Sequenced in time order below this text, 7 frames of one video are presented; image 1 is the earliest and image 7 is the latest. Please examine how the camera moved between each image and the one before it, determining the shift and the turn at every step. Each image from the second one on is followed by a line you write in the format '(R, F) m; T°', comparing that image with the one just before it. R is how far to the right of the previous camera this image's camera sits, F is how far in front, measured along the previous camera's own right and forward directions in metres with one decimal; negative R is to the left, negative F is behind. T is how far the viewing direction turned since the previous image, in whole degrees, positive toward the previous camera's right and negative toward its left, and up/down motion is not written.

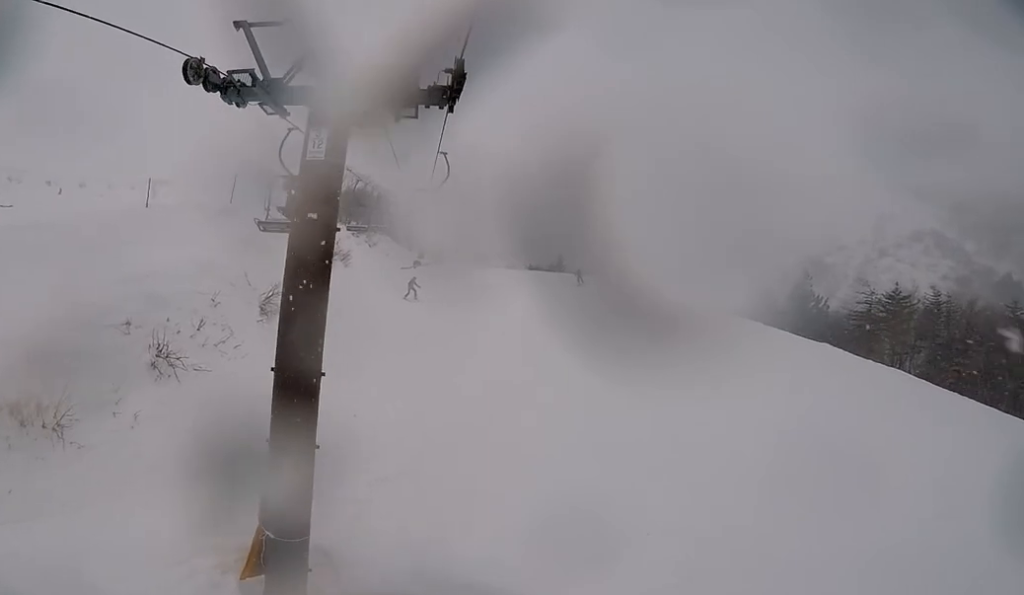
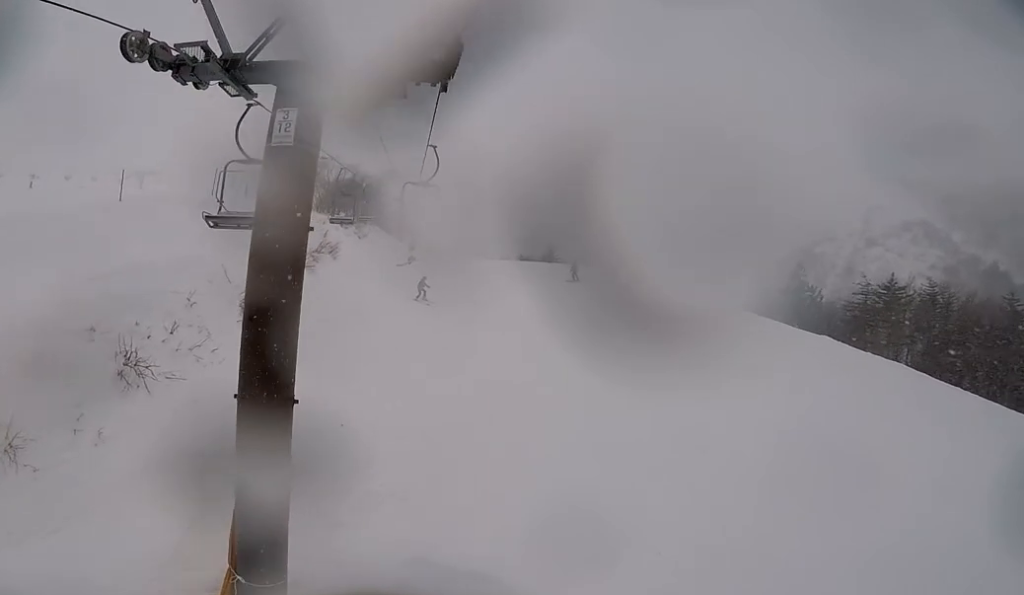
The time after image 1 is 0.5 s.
(+0.2, +0.9) m; -5°
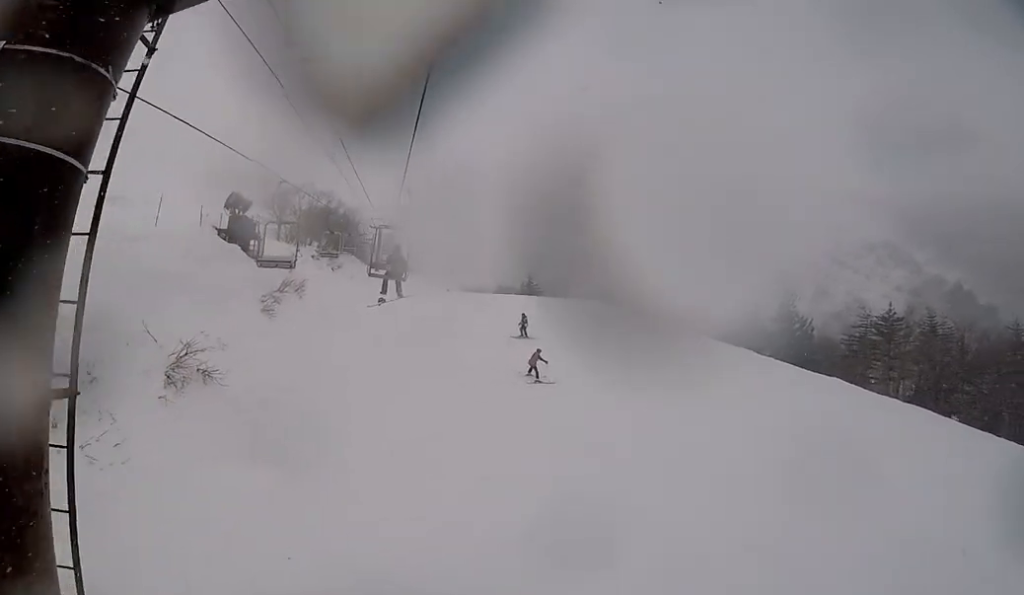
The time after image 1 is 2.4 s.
(-1.6, +3.7) m; -8°
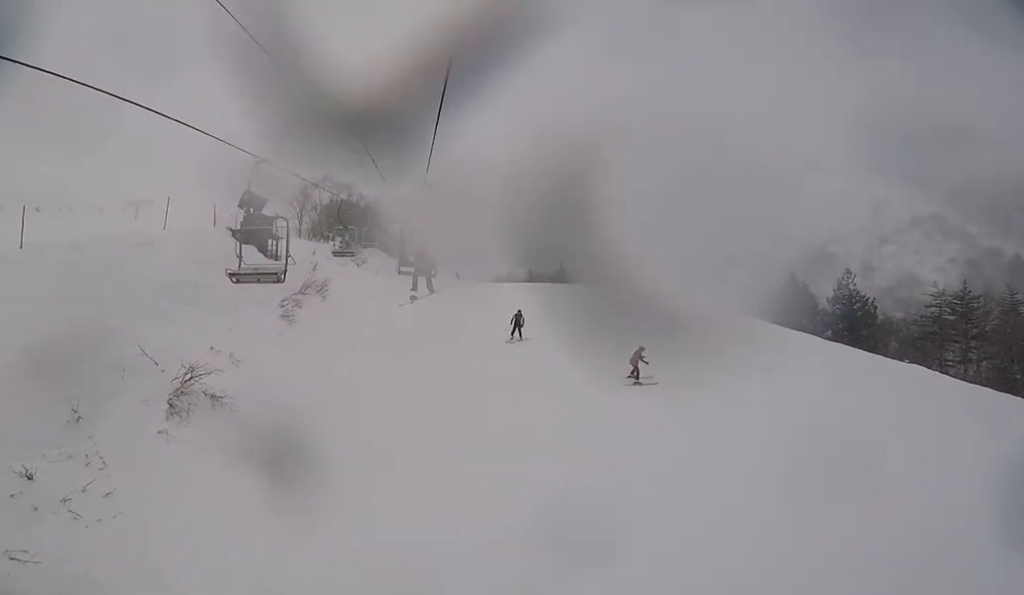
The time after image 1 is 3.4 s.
(+0.3, +2.2) m; +7°
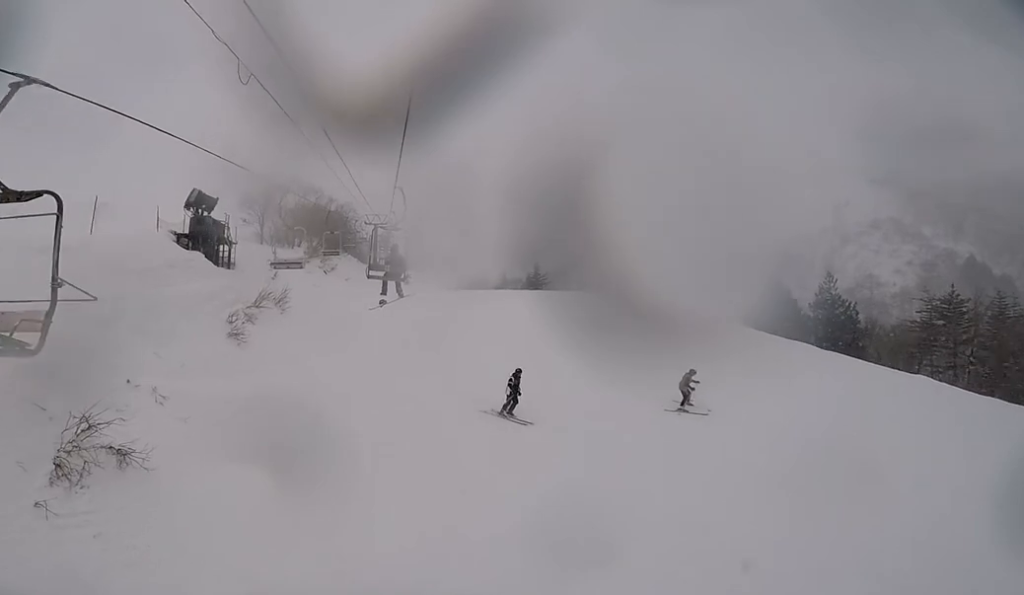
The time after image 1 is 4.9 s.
(0.0, +3.1) m; 0°
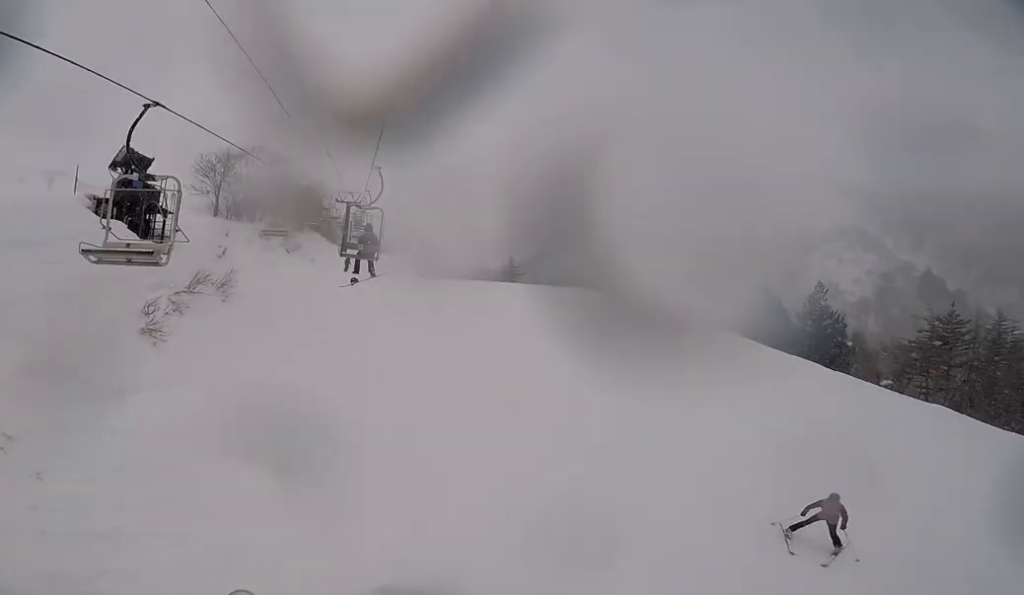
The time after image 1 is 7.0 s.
(0.0, +4.3) m; 0°
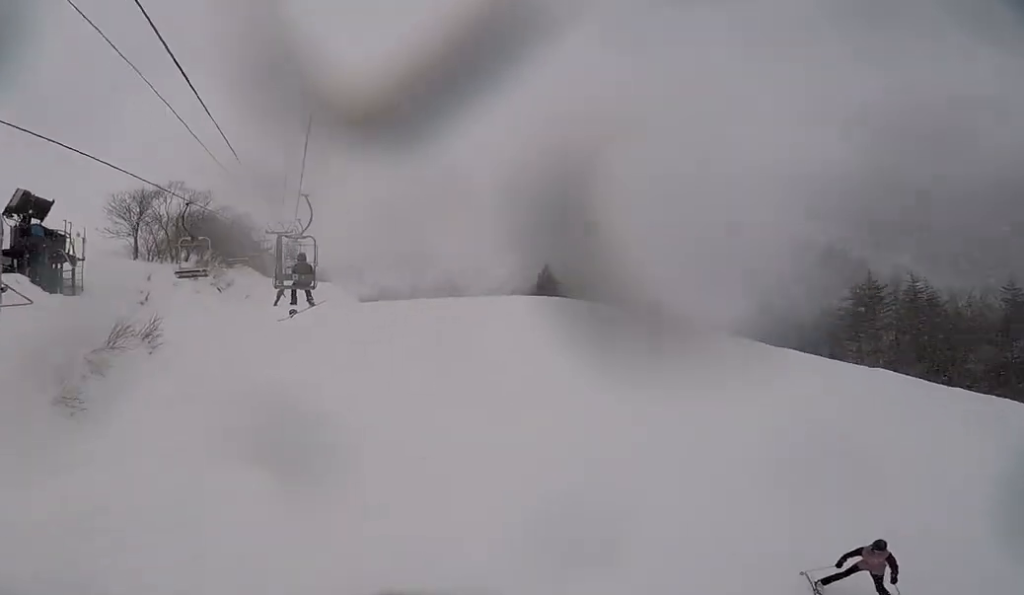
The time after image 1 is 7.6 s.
(0.0, +1.2) m; 0°
